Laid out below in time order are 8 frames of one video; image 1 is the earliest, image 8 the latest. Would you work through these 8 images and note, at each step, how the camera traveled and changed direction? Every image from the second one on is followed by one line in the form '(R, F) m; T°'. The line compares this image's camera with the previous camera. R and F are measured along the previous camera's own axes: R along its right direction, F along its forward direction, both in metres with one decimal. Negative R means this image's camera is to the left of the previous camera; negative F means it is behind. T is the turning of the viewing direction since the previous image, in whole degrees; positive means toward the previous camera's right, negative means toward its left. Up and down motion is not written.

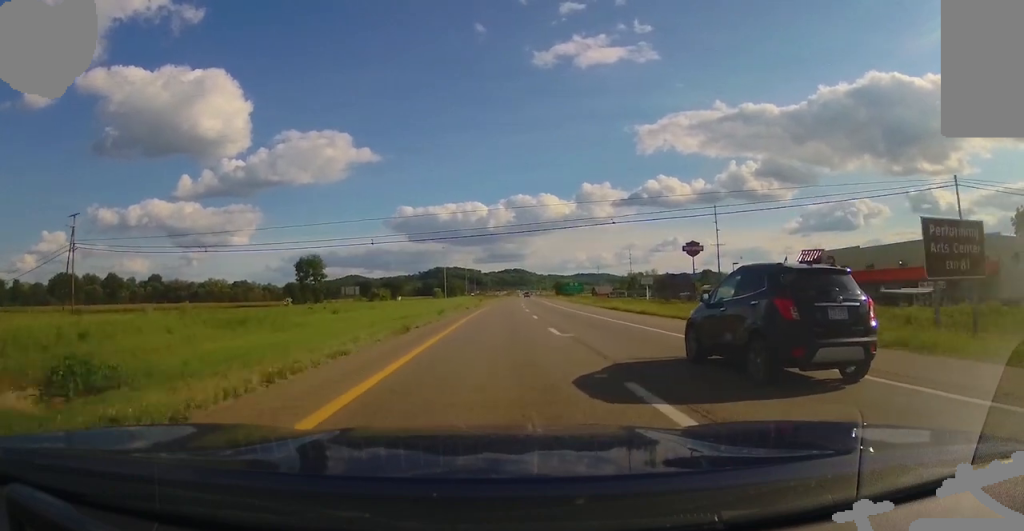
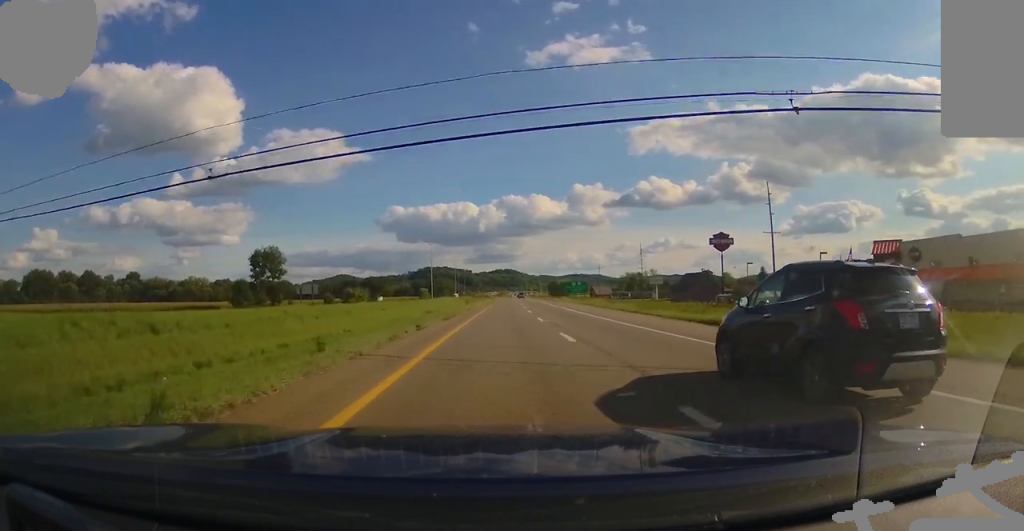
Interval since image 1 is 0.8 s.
(+0.2, +26.2) m; +1°
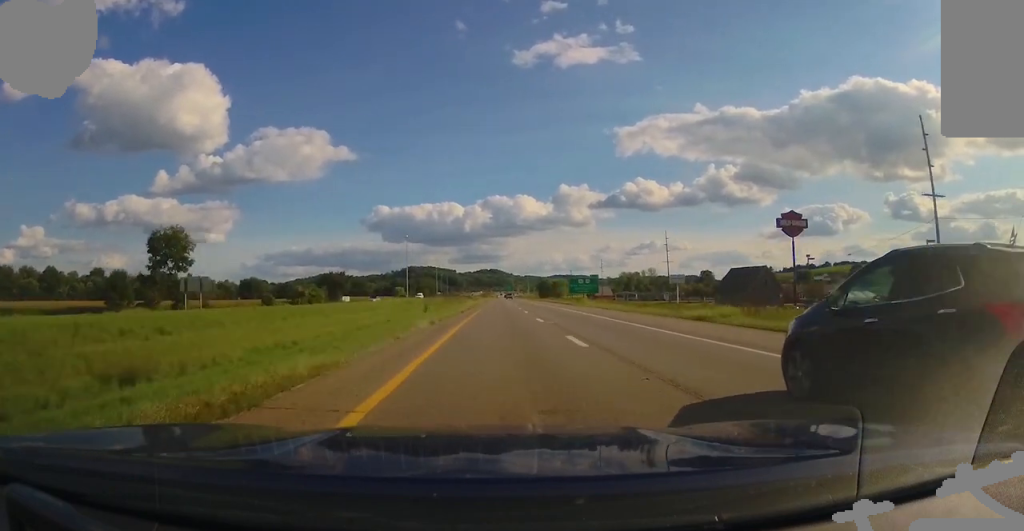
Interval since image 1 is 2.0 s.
(+0.7, +39.5) m; +2°
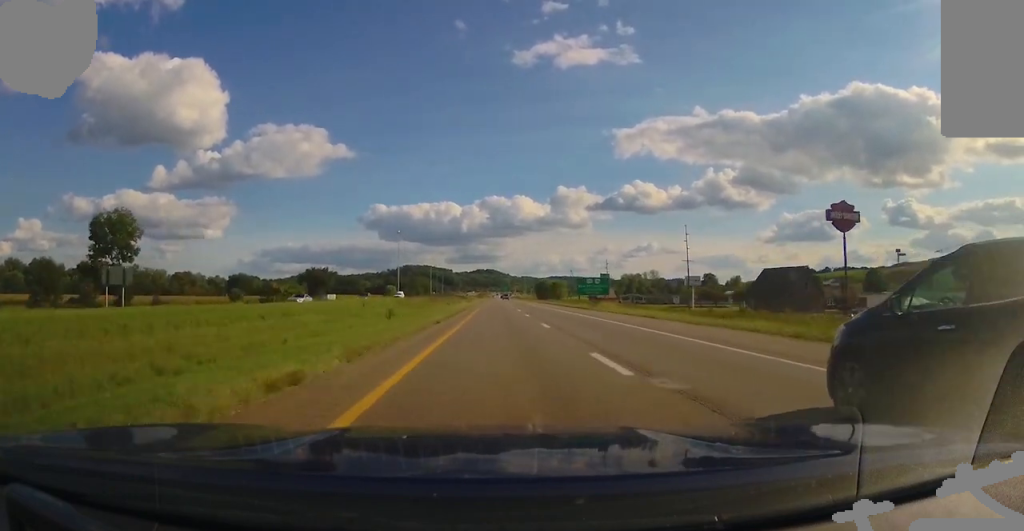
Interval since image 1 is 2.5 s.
(0.0, +16.5) m; +1°
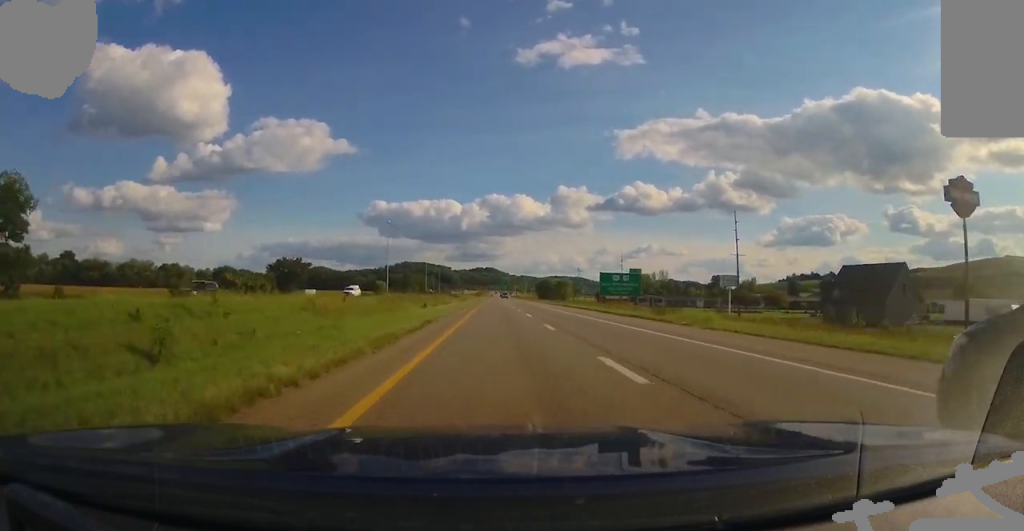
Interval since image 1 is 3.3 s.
(+0.3, +25.3) m; 0°
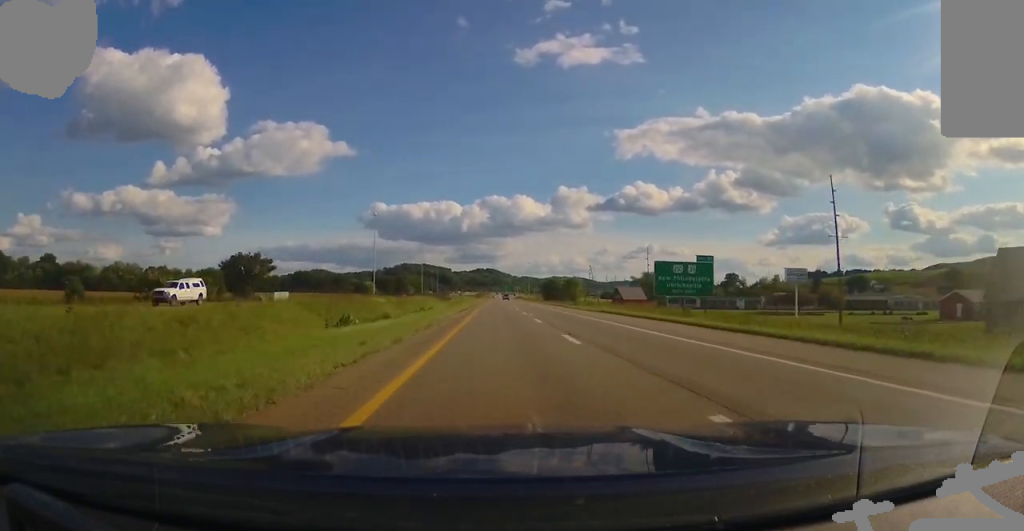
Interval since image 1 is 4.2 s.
(-0.2, +29.9) m; 0°
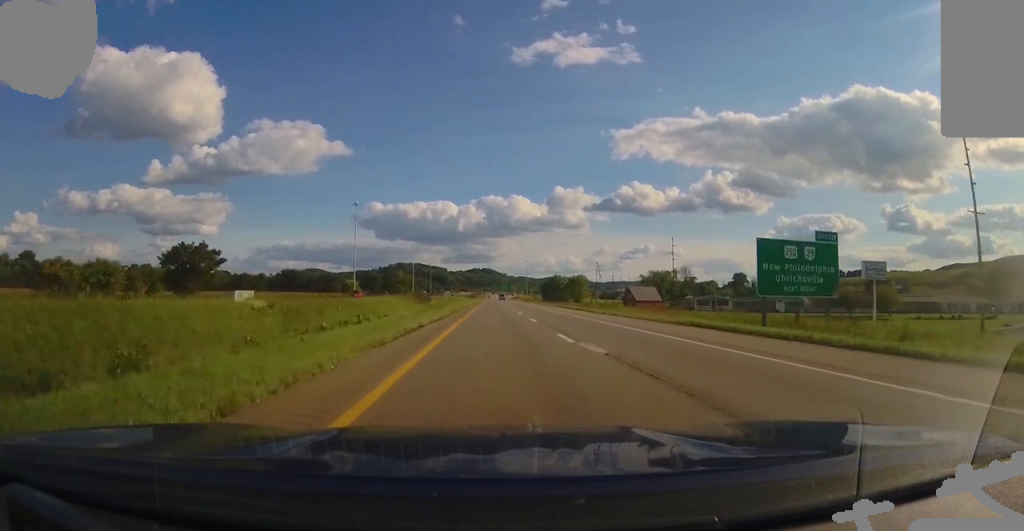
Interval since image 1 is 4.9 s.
(-0.1, +24.5) m; 0°
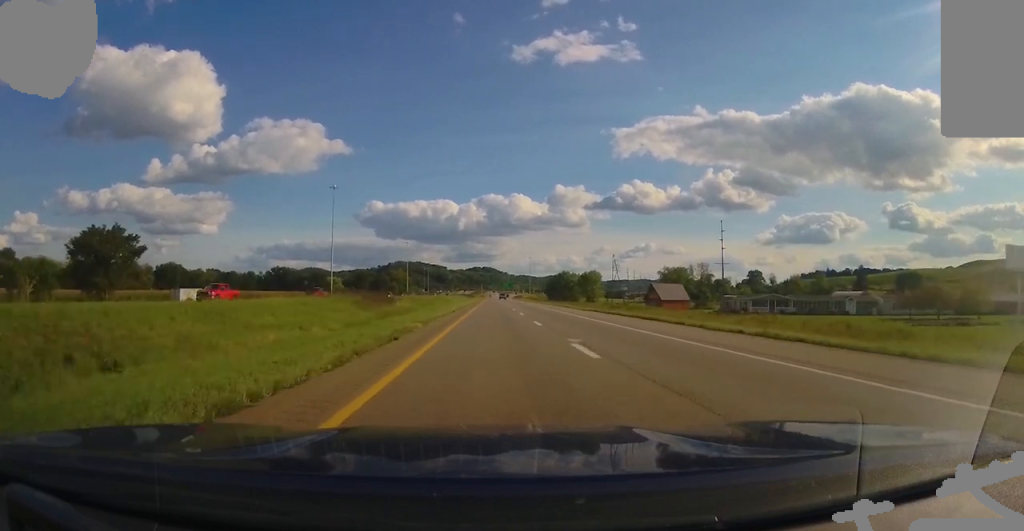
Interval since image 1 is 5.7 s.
(0.0, +28.1) m; 0°
